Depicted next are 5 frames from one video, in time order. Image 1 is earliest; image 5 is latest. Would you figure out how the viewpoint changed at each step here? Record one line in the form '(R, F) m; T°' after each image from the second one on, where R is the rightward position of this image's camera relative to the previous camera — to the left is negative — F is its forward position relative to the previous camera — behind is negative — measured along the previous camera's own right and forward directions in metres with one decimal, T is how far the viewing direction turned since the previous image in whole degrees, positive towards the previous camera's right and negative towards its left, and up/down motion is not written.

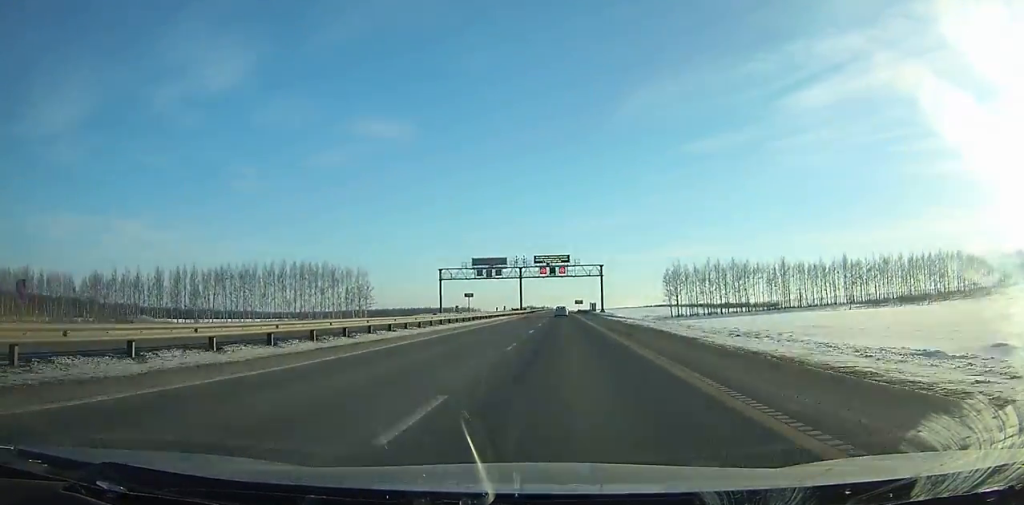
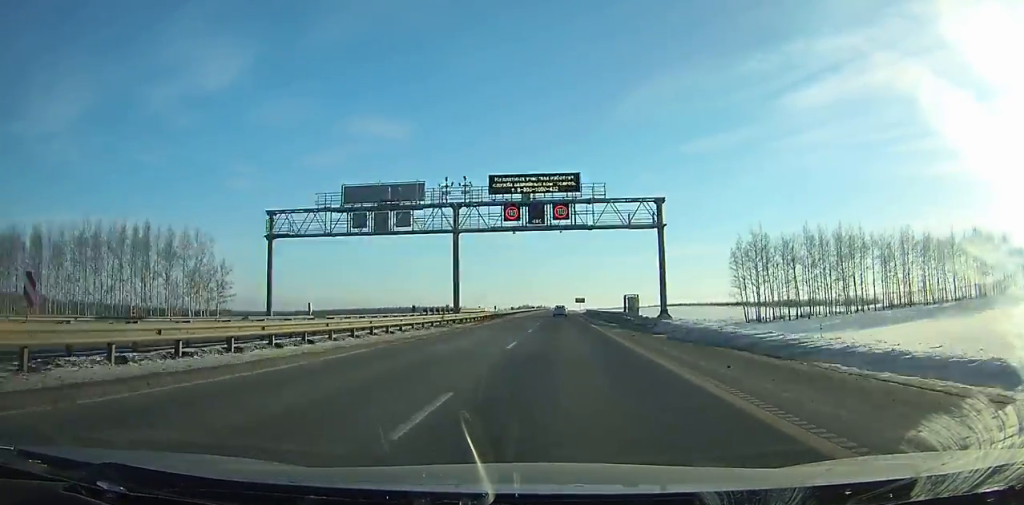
(0.0, +72.2) m; 0°
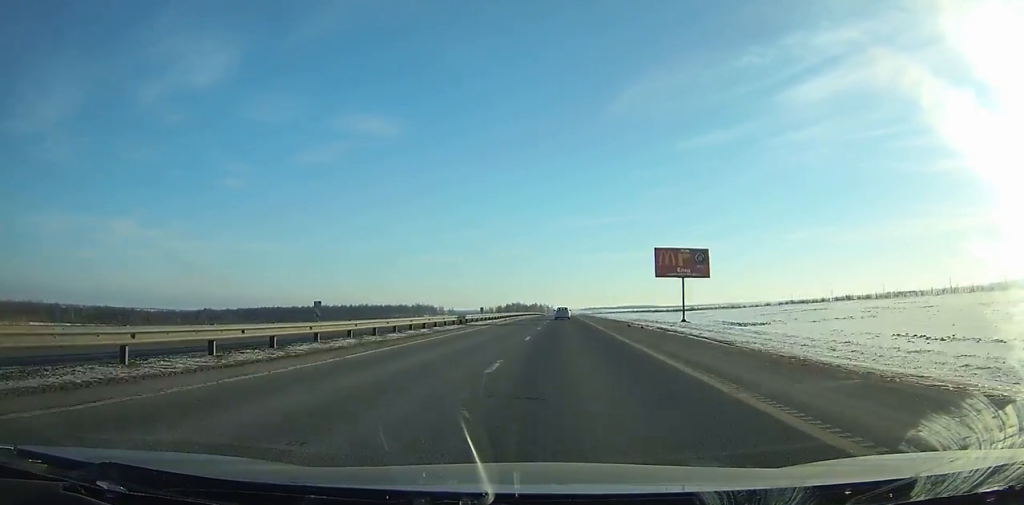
(0.0, +305.0) m; 0°
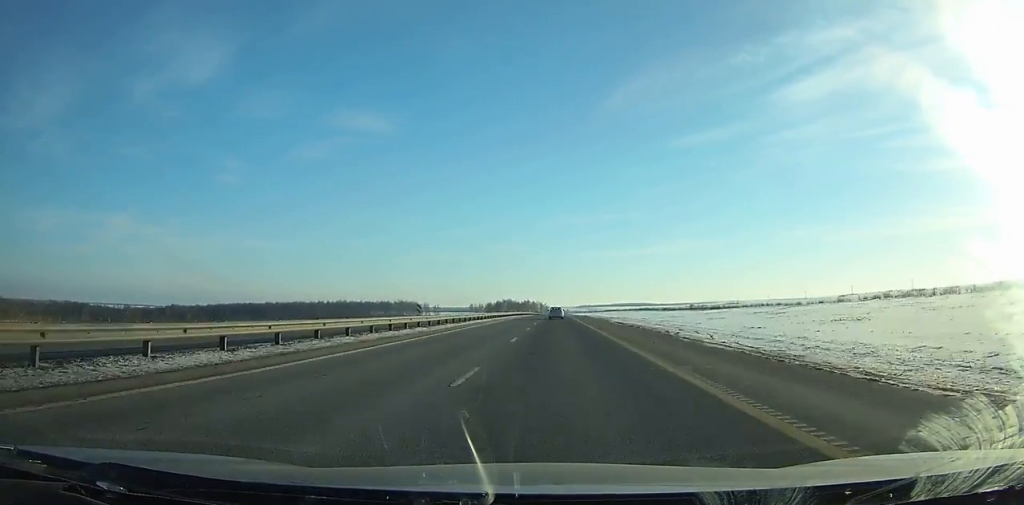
(+0.2, +62.2) m; 0°
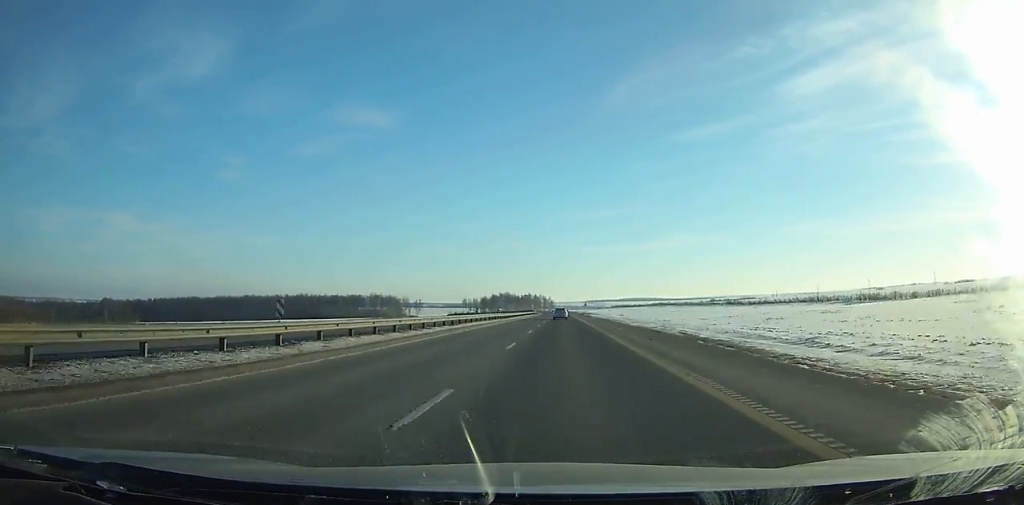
(0.0, +136.3) m; 0°
